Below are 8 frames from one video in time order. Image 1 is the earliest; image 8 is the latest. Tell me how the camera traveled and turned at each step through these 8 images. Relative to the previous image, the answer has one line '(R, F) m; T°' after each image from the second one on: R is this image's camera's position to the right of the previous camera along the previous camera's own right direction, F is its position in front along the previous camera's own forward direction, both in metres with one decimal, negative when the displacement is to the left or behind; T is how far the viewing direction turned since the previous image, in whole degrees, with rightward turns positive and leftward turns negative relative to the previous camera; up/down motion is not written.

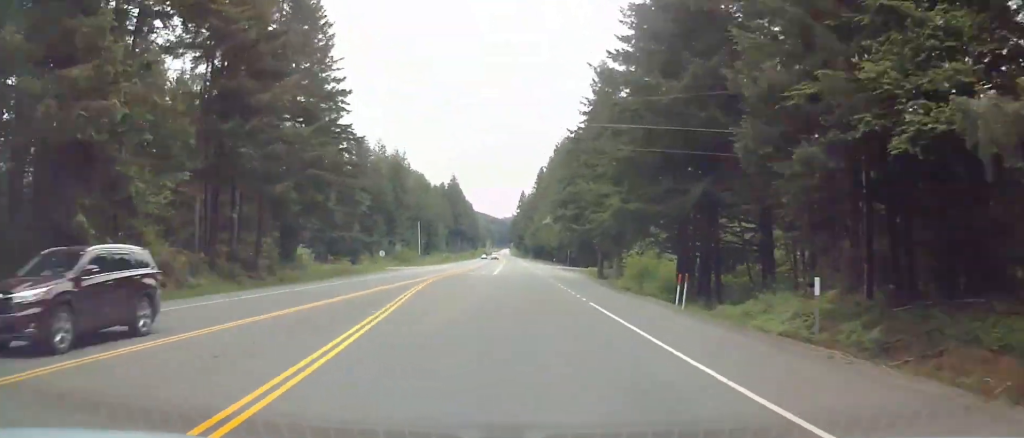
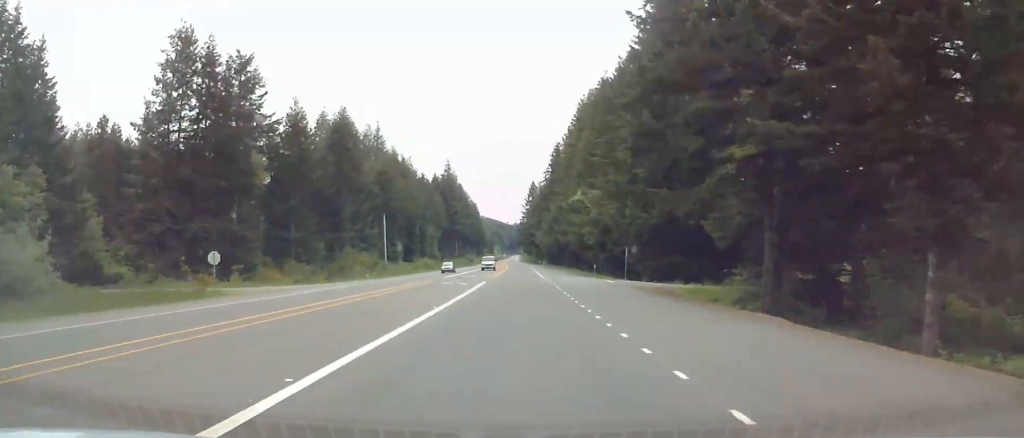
(-0.6, +65.5) m; 0°
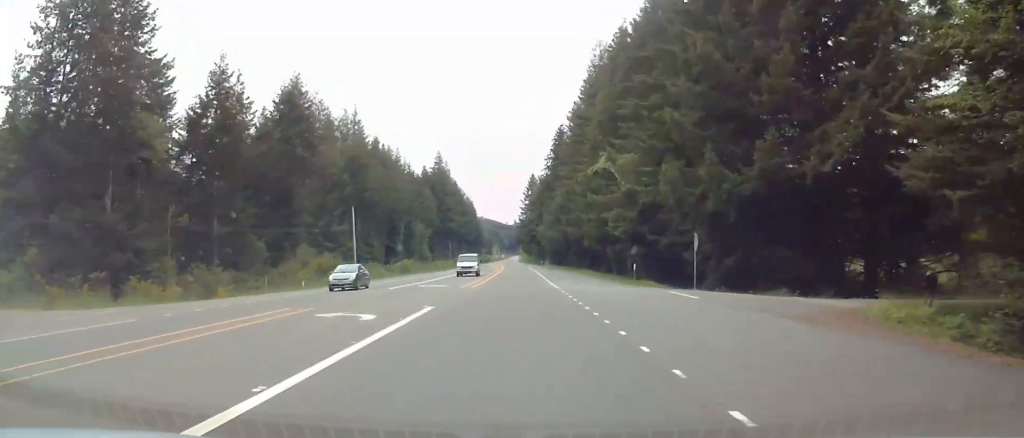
(0.0, +26.7) m; 0°
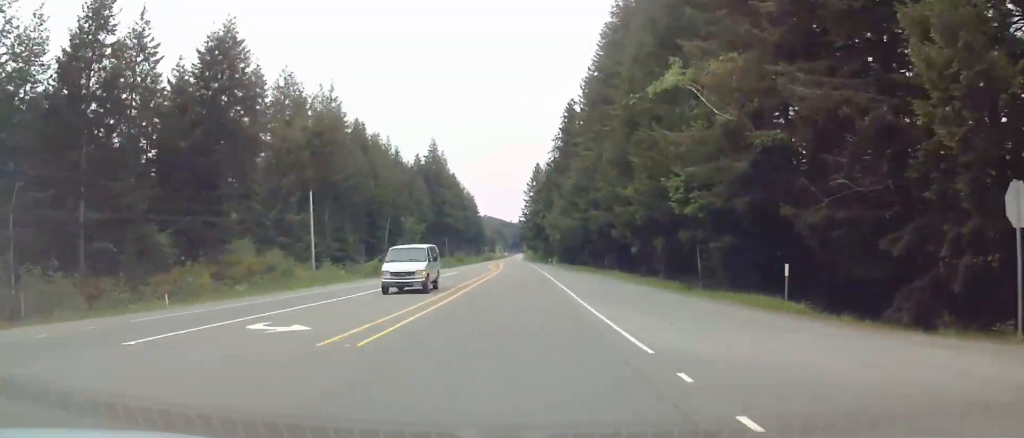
(0.0, +26.5) m; 0°
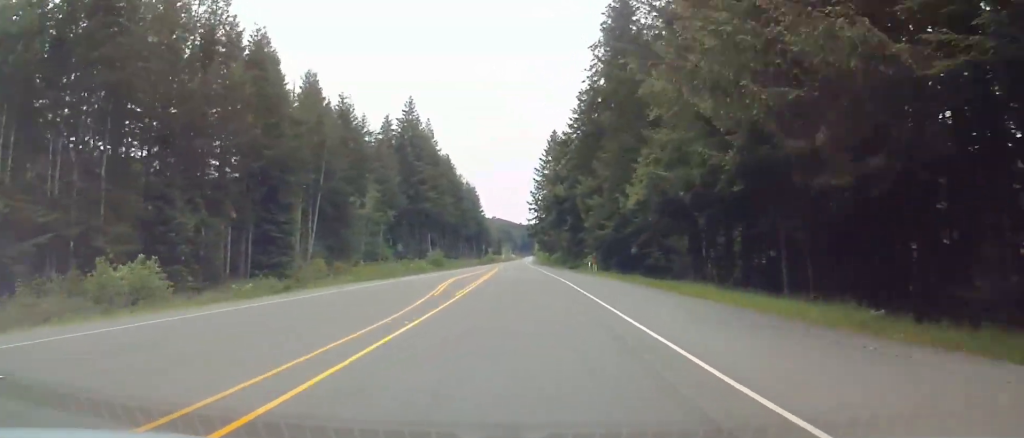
(-0.2, +67.9) m; 0°
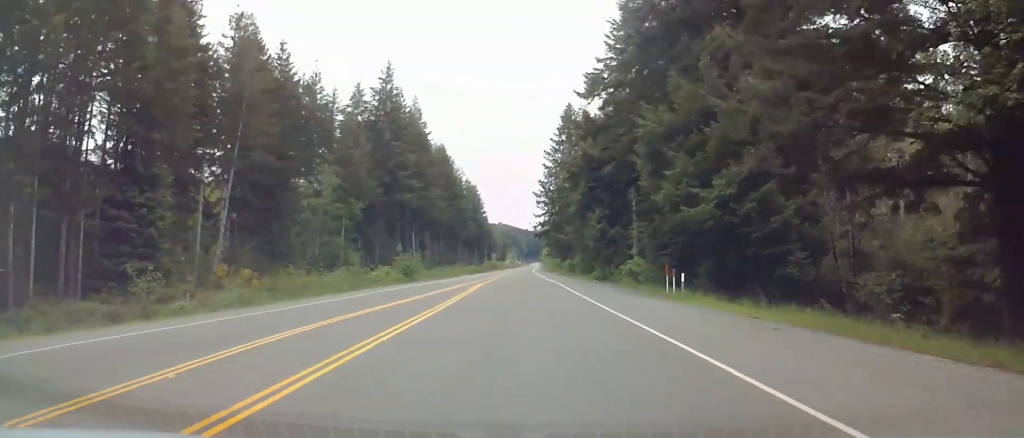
(+0.3, +36.6) m; 0°
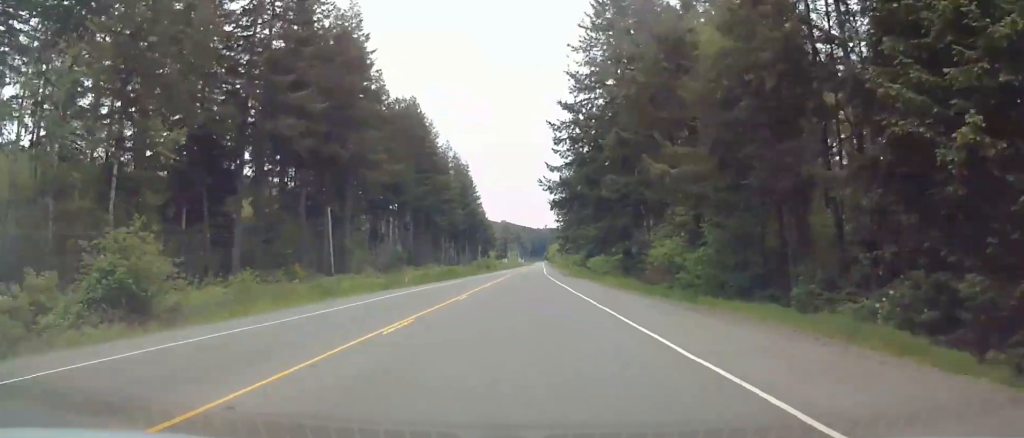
(-0.4, +68.9) m; 0°
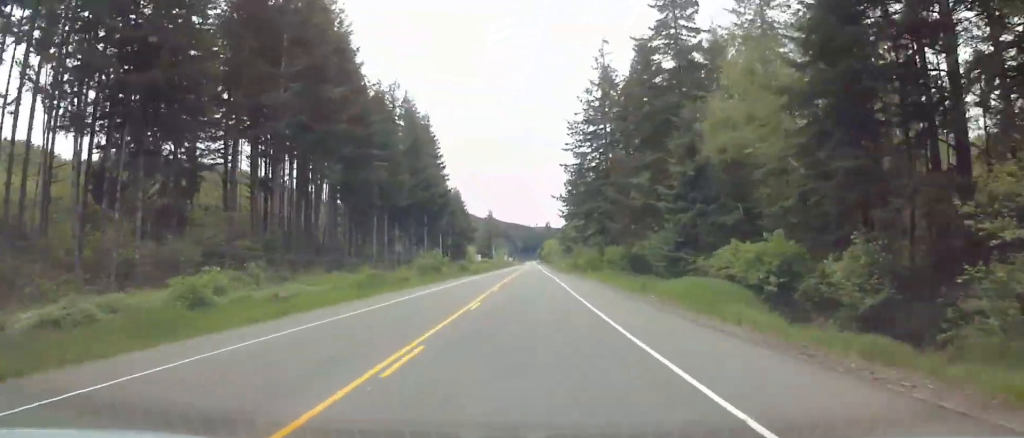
(-0.1, +89.2) m; 0°
